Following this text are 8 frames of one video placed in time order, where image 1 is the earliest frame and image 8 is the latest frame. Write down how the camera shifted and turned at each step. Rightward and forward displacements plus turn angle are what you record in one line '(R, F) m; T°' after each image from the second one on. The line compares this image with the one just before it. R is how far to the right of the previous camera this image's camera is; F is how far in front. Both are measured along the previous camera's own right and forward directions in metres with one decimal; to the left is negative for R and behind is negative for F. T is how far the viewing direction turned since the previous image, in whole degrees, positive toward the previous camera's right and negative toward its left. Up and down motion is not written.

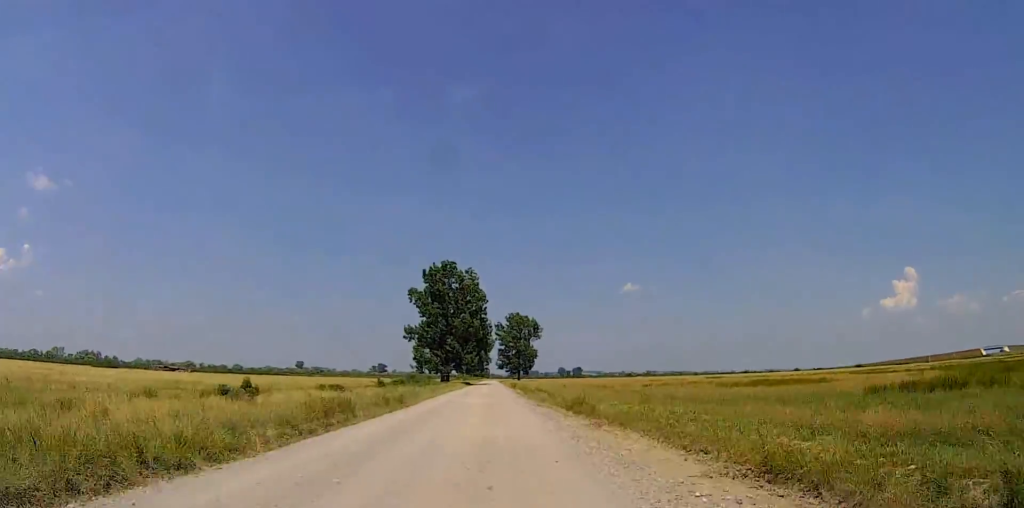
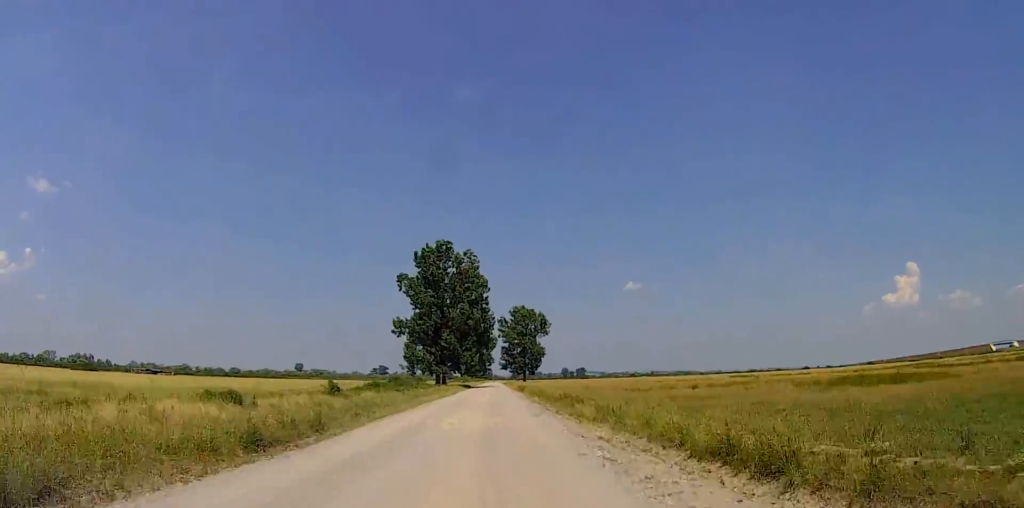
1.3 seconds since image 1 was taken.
(0.0, +17.5) m; +1°
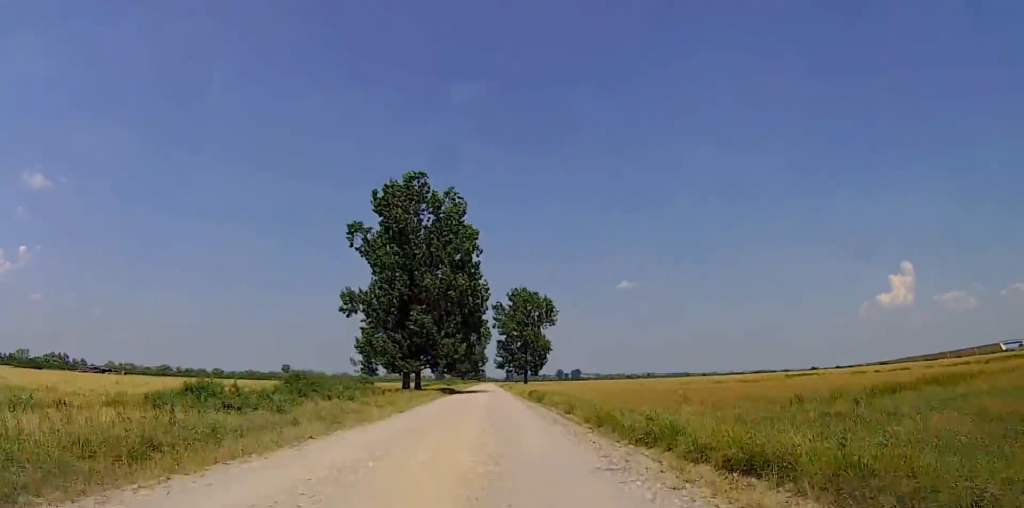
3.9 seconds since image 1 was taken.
(+0.5, +34.4) m; +2°
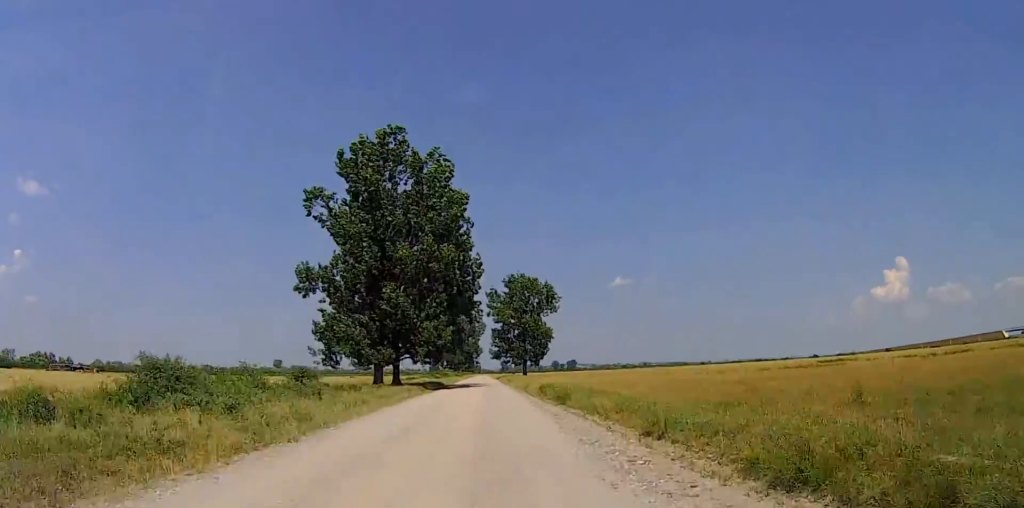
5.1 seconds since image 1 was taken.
(+0.3, +15.4) m; +1°
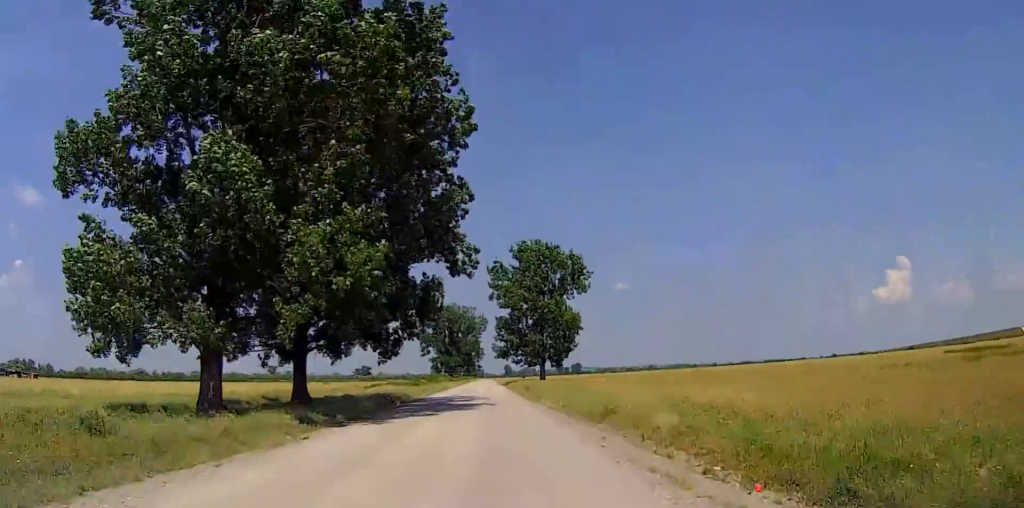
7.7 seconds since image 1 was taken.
(+0.1, +36.3) m; -1°
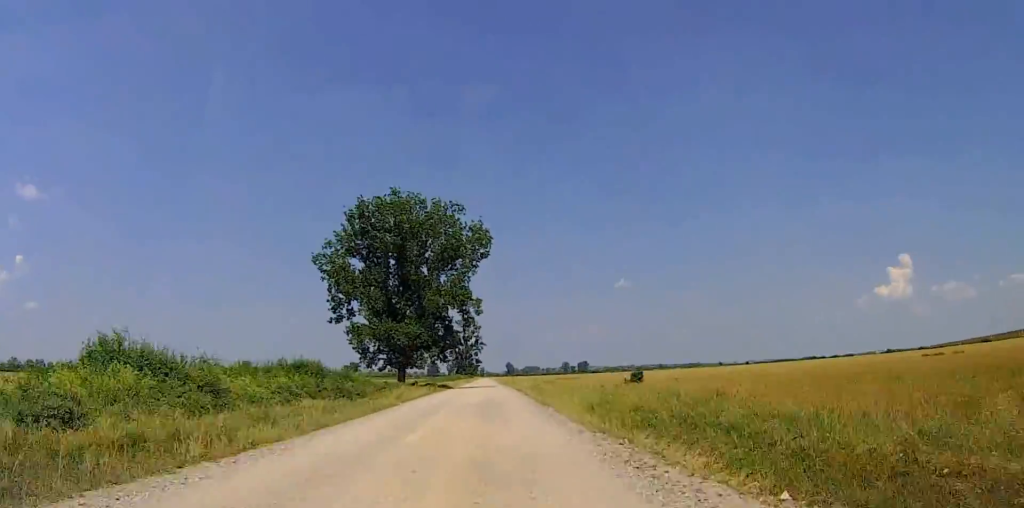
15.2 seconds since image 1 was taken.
(-1.0, +102.9) m; 0°
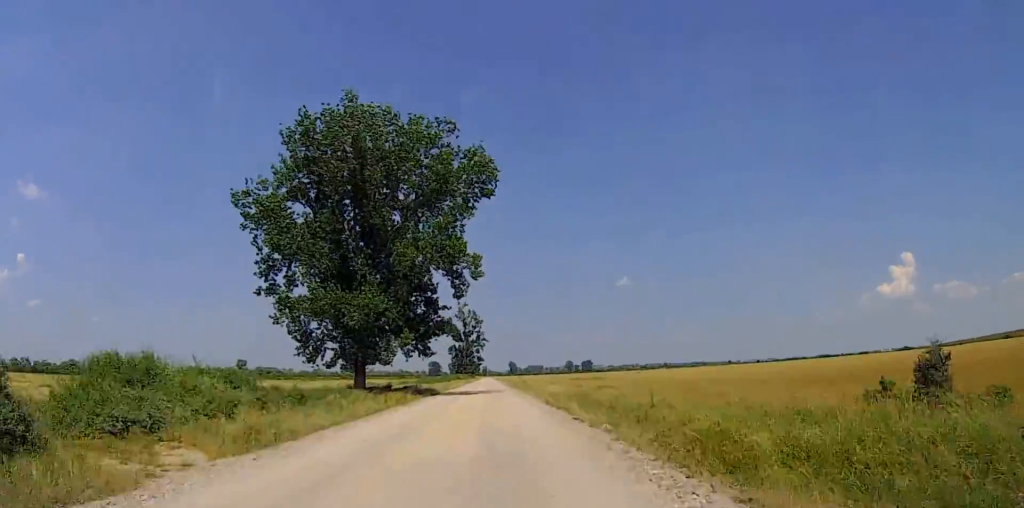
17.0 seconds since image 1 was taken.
(+0.4, +24.6) m; 0°
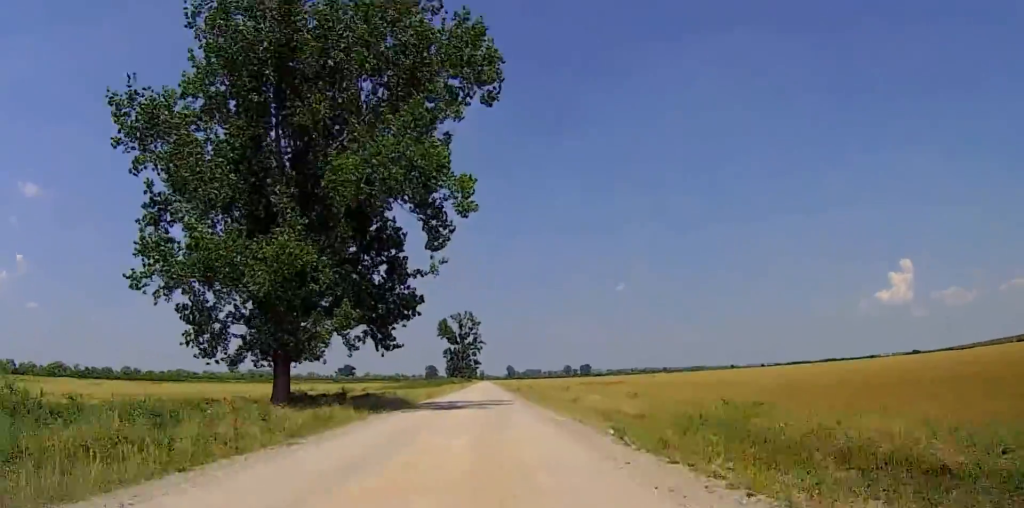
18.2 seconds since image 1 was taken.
(+0.4, +17.6) m; 0°
